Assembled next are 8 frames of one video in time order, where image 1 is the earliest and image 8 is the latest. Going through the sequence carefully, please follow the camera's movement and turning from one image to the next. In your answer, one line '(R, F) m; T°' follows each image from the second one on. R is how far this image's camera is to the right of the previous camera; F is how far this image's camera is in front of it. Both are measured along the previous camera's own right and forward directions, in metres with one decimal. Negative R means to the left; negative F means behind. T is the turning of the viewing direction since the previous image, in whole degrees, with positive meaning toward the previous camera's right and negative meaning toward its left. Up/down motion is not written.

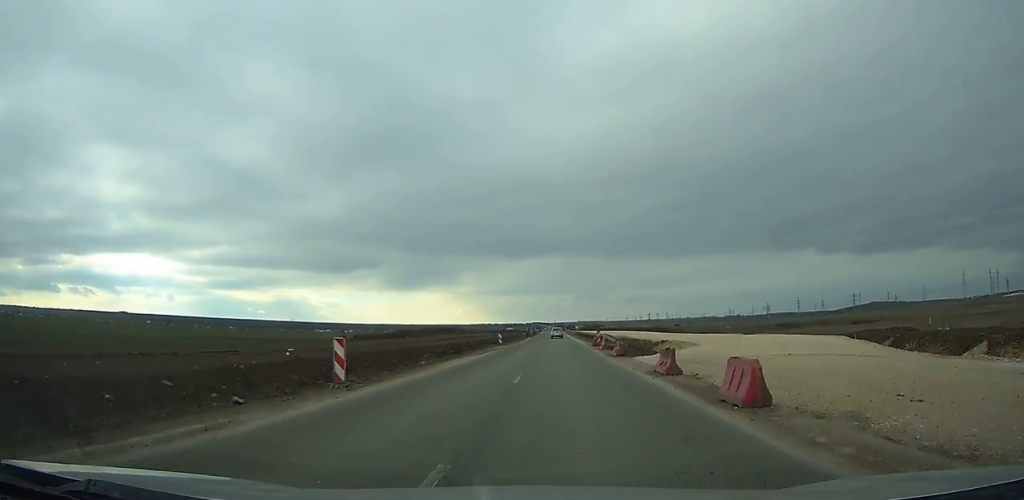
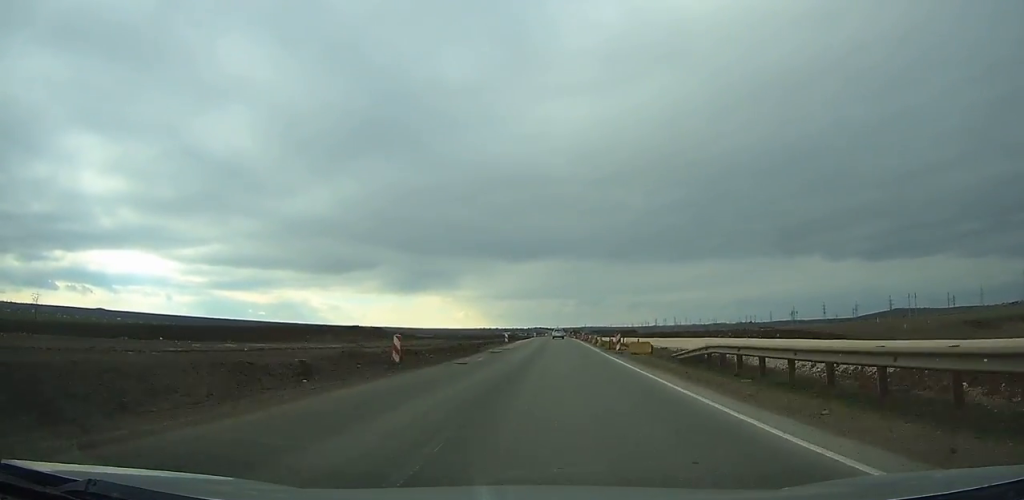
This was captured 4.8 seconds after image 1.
(0.0, +117.6) m; 0°
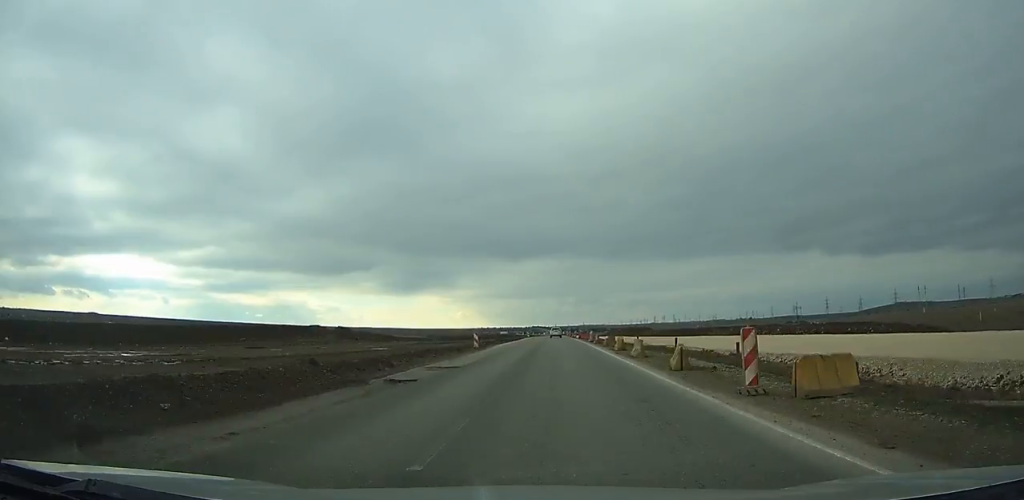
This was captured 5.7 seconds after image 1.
(-0.1, +22.9) m; 0°
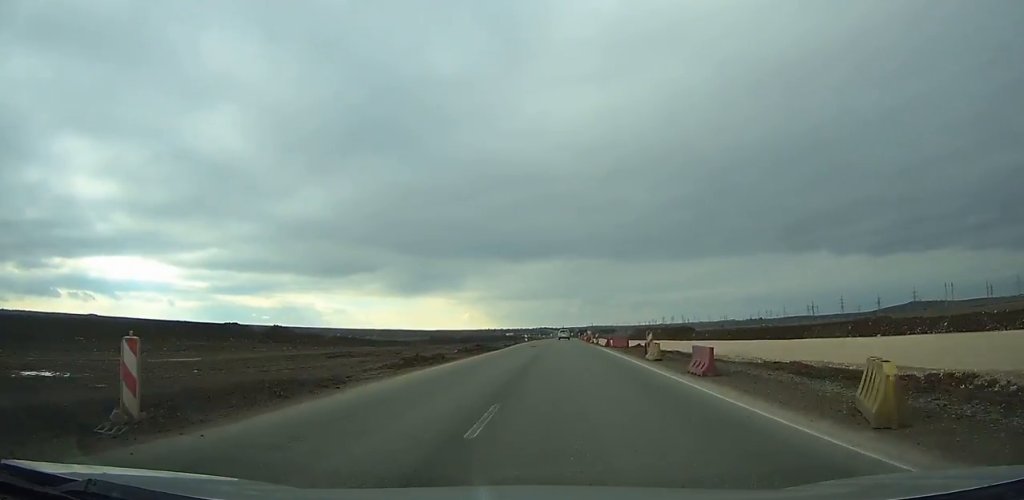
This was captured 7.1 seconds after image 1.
(-0.1, +34.3) m; 0°
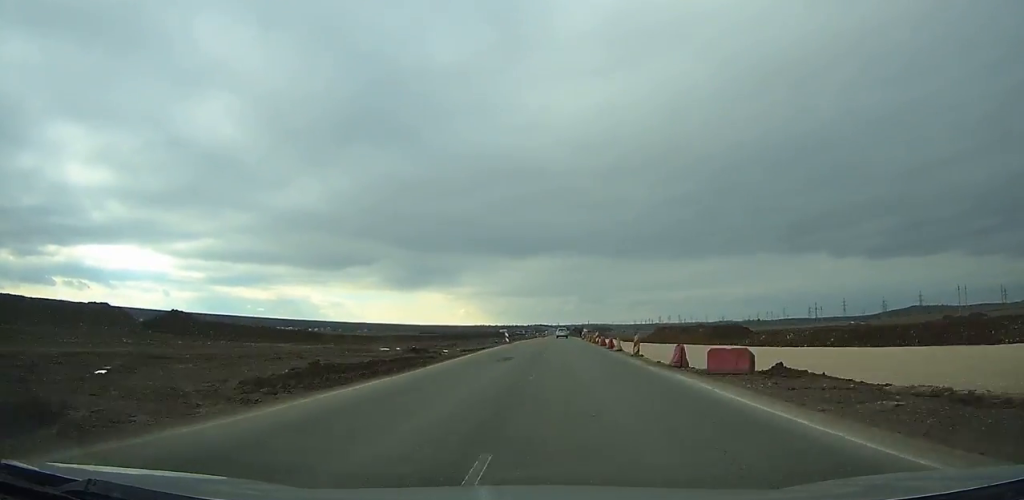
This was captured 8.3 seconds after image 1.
(0.0, +27.8) m; 0°
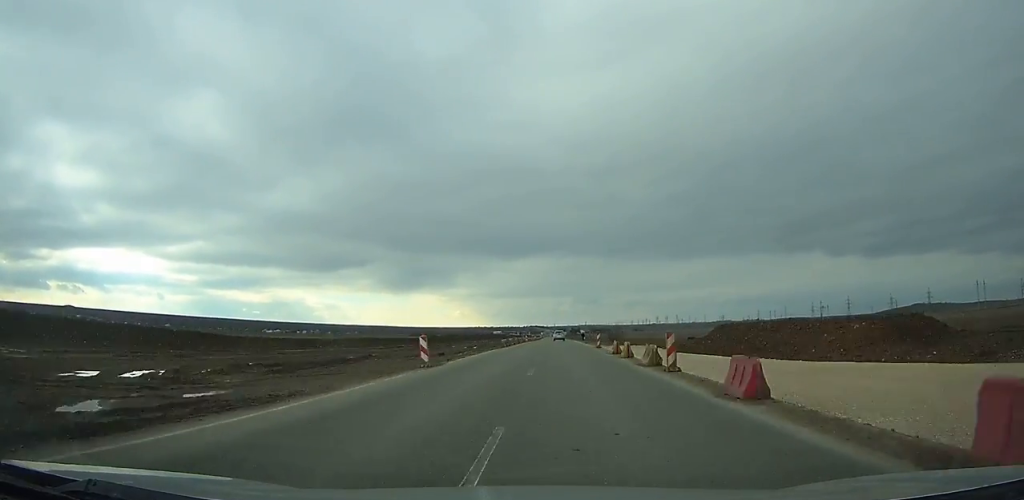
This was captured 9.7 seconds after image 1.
(+0.2, +34.1) m; 0°
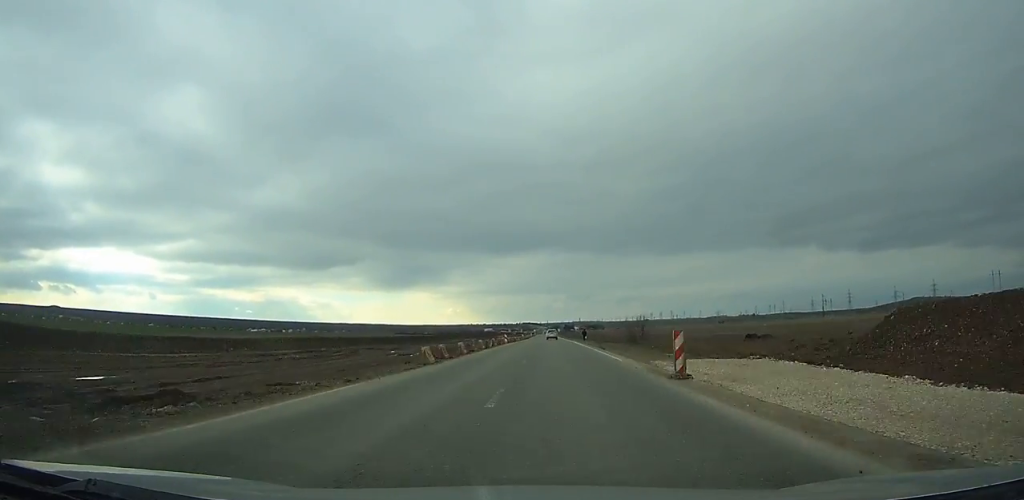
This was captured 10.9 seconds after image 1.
(+0.1, +30.9) m; 0°
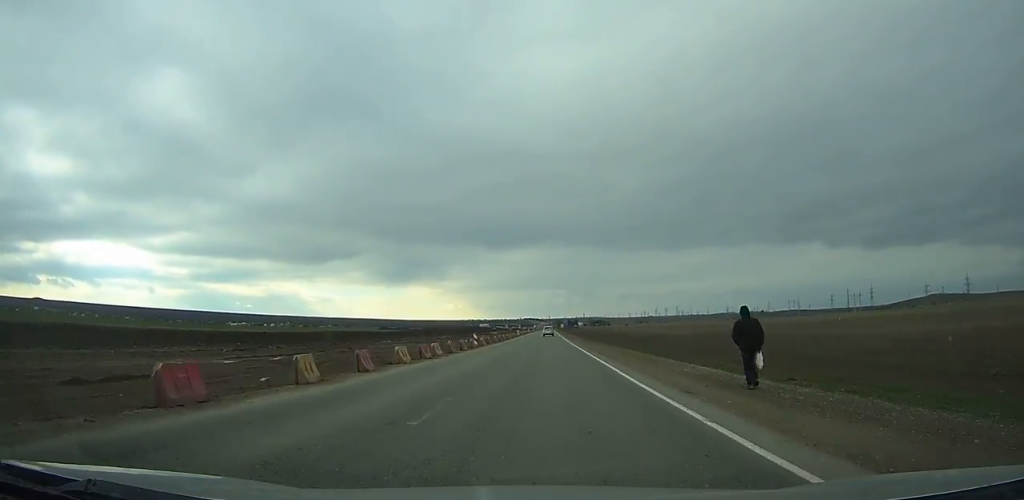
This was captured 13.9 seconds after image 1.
(+0.1, +73.0) m; 0°
